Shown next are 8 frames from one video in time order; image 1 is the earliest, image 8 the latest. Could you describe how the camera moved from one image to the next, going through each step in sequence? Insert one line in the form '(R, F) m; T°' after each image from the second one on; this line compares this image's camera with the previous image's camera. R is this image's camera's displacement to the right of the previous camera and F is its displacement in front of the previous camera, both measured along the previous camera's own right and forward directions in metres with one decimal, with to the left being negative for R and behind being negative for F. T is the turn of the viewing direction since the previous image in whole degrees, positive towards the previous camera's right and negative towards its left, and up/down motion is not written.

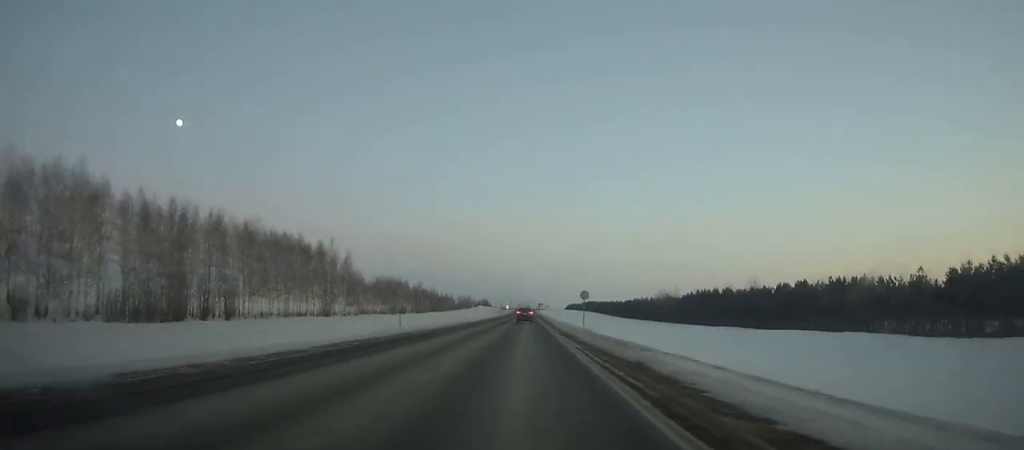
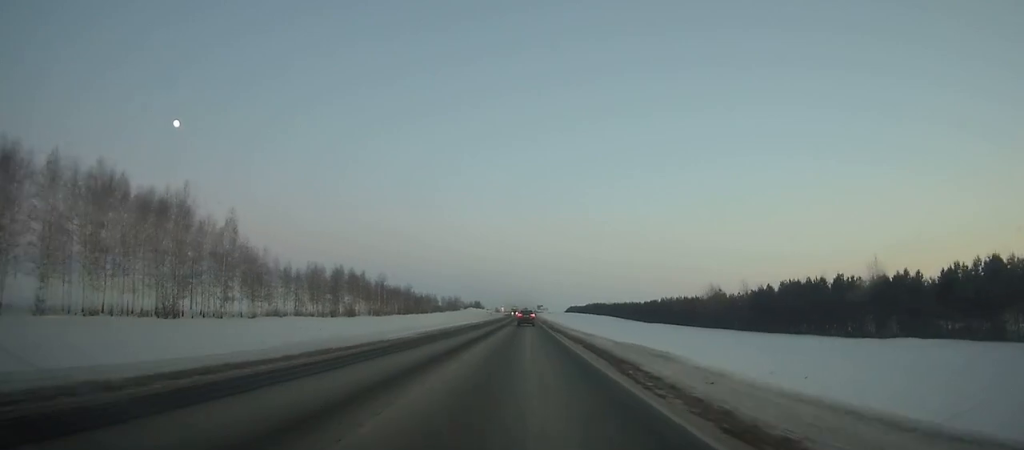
(0.0, +54.0) m; 0°
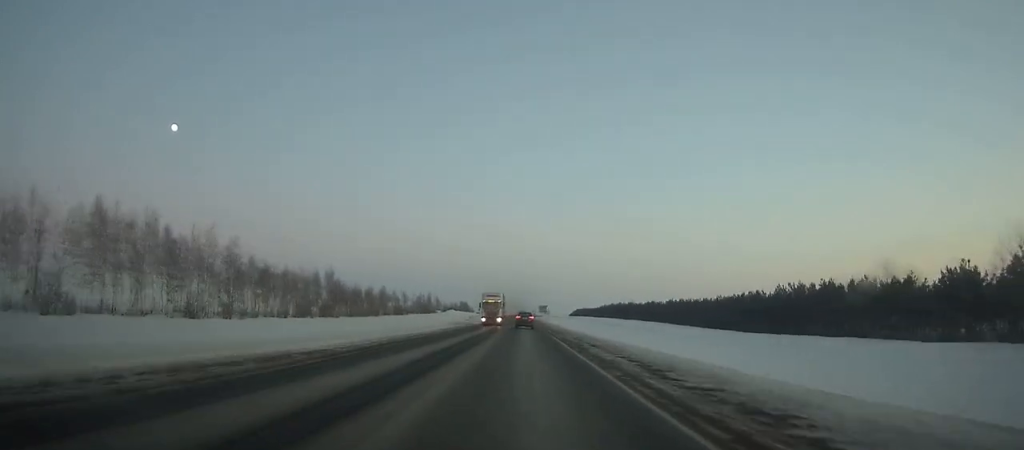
(+0.2, +88.7) m; 0°
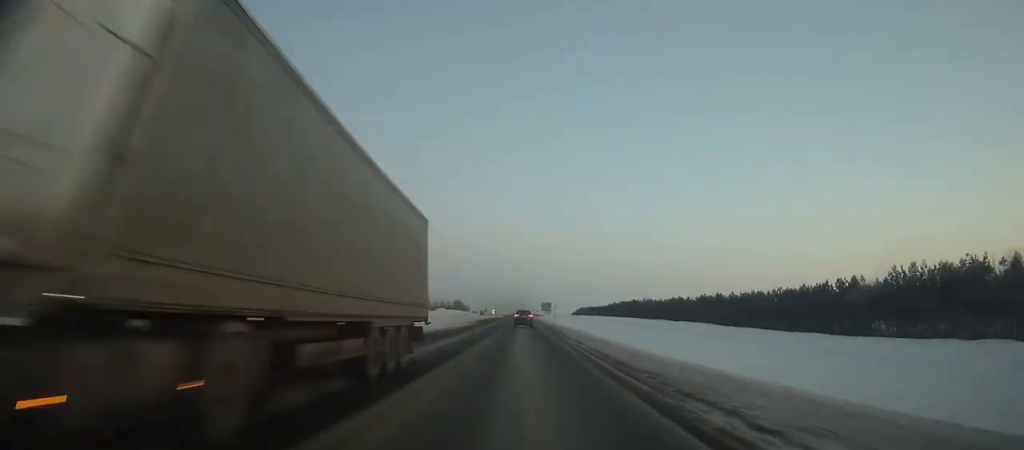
(0.0, +33.2) m; 0°
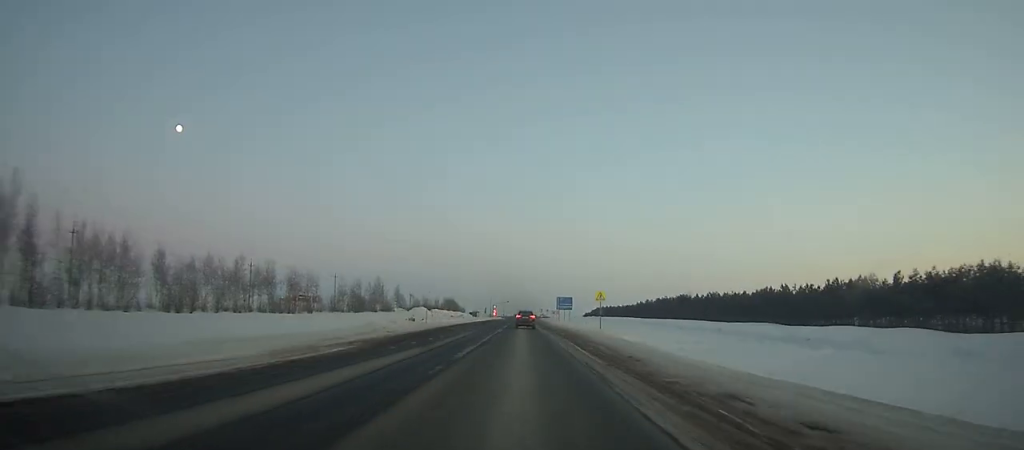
(-0.1, +61.0) m; 0°
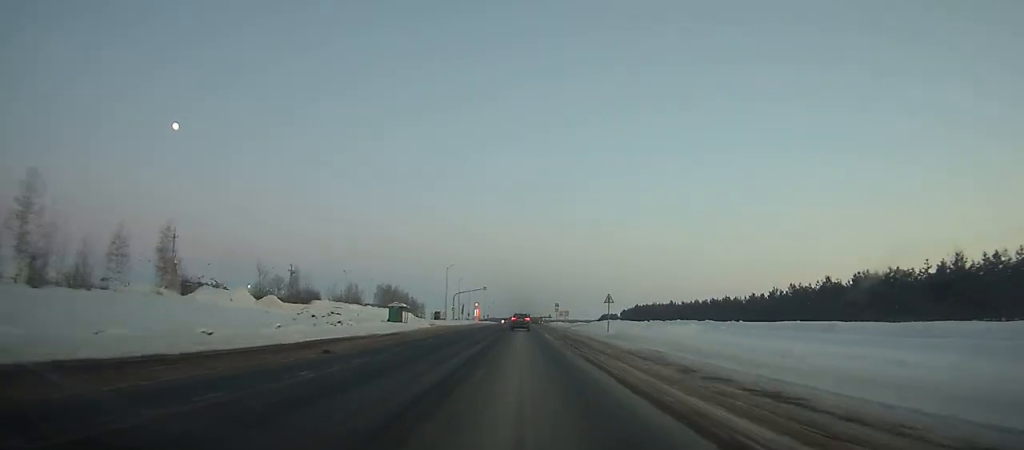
(-0.2, +128.5) m; 0°
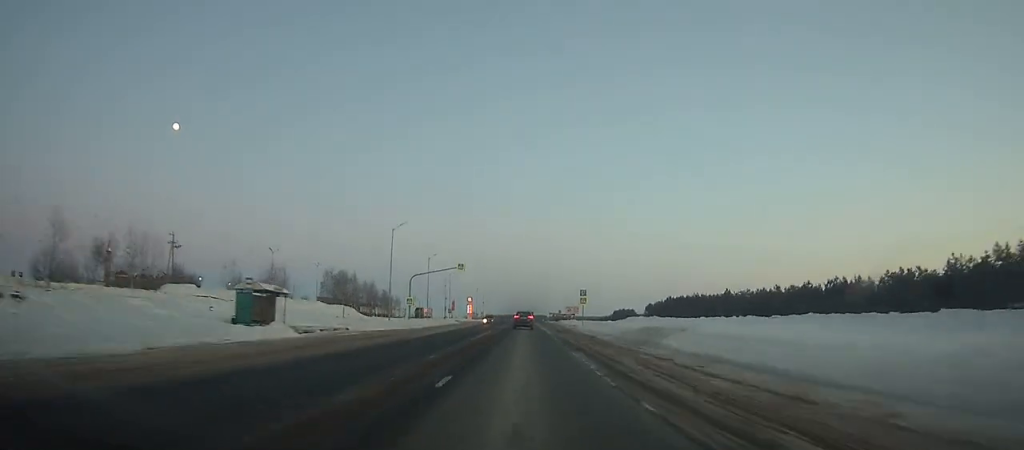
(+0.1, +44.9) m; 0°
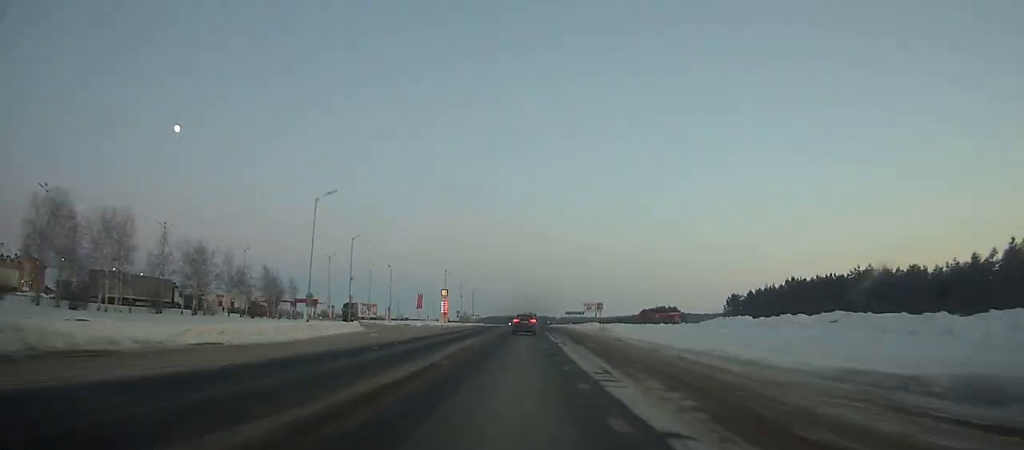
(+0.2, +76.6) m; 0°
